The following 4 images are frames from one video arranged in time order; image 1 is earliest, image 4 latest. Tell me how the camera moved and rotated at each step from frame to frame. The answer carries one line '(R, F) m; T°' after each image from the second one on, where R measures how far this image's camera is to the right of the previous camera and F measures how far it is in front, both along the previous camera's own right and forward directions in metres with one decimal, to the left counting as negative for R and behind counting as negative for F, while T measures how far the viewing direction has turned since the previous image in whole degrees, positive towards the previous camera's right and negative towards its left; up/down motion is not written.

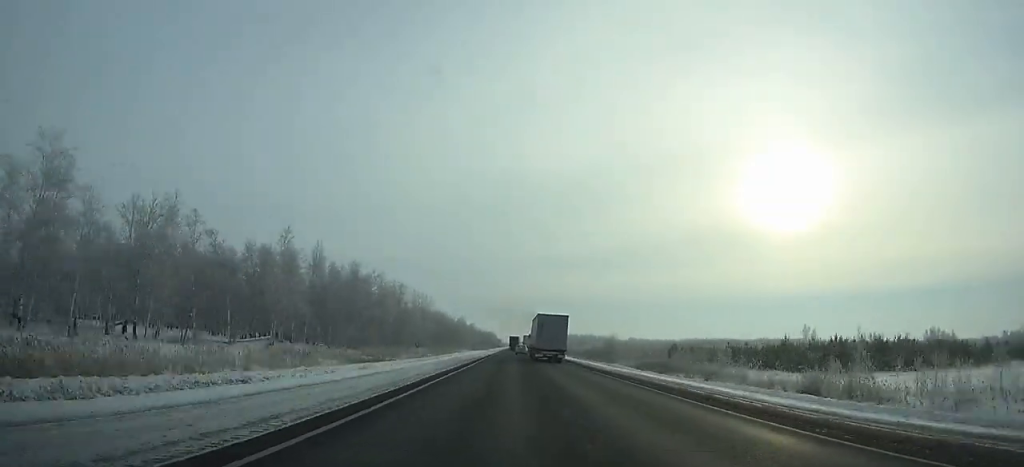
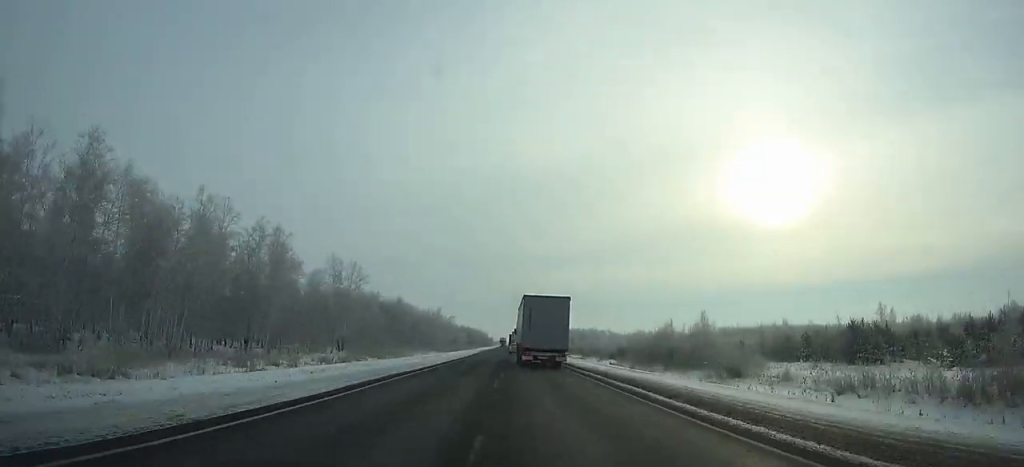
(+0.2, +72.5) m; 0°
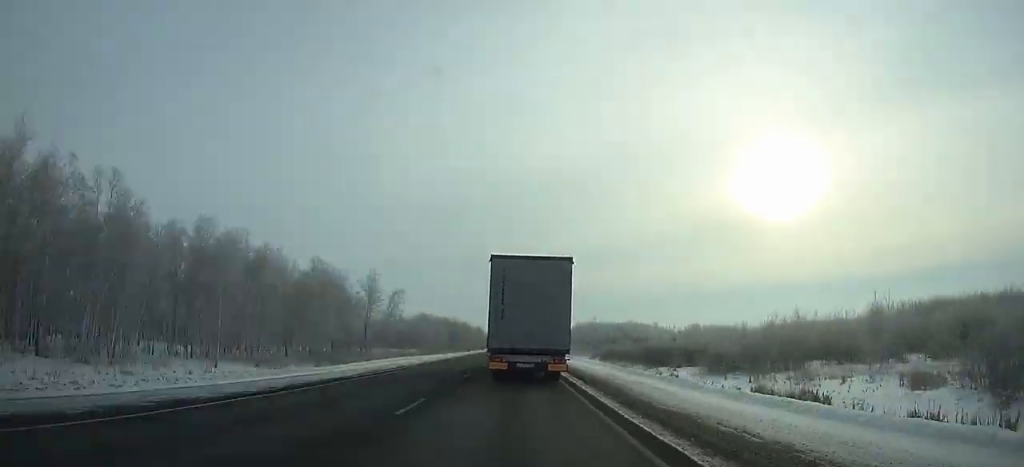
(-1.0, +136.8) m; -1°
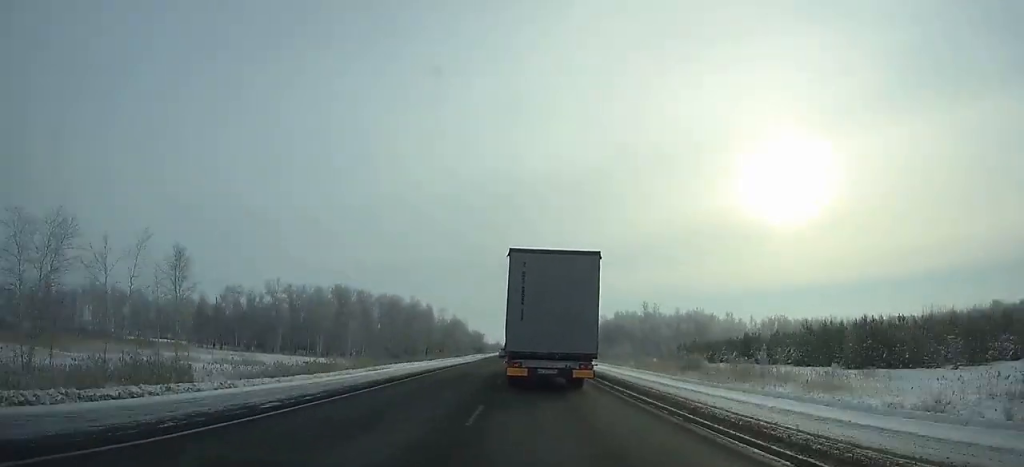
(-1.6, +140.4) m; -1°
